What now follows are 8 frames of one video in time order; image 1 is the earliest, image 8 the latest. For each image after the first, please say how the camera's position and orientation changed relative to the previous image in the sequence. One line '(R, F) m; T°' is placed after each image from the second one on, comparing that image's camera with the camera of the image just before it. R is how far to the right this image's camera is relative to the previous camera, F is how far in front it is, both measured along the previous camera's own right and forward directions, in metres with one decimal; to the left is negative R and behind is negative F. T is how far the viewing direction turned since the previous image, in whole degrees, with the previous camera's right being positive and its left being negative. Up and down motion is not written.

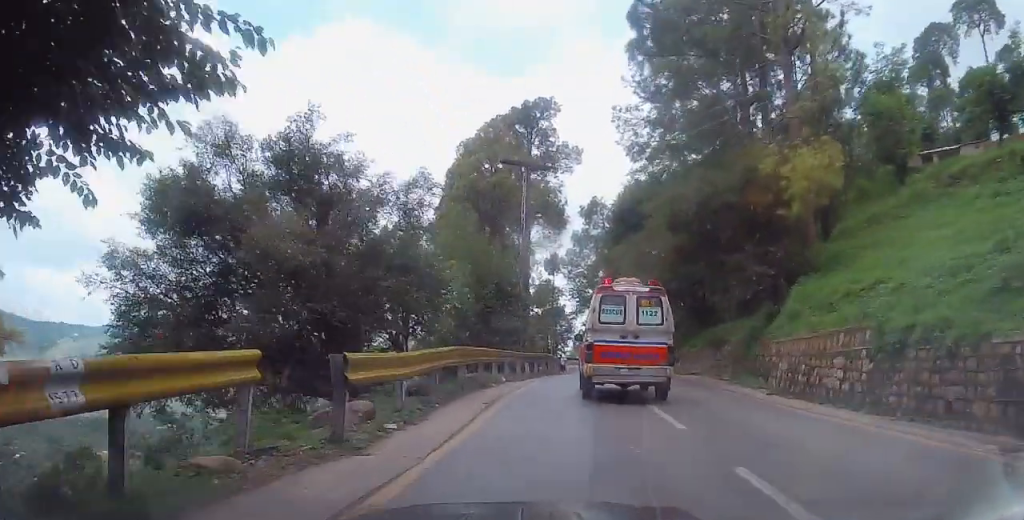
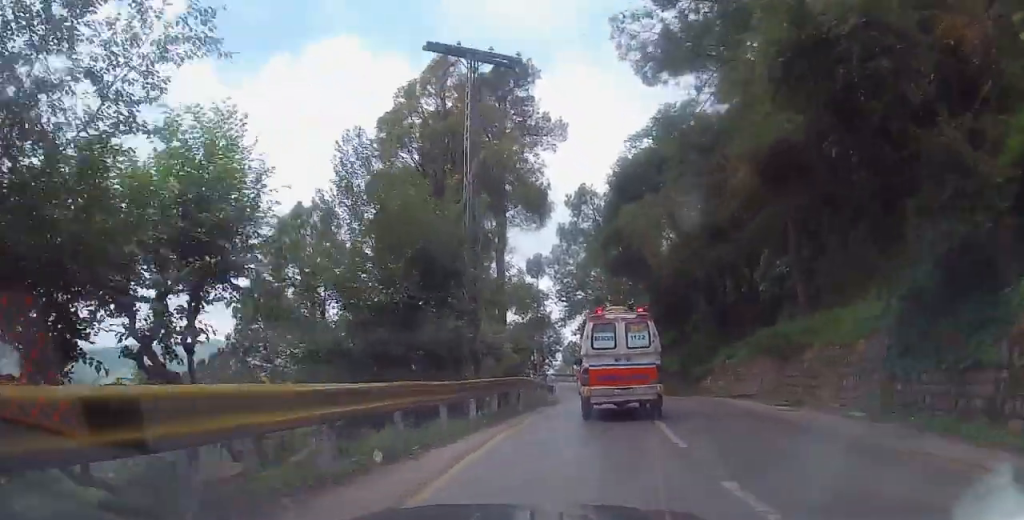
(-0.6, +12.0) m; -2°
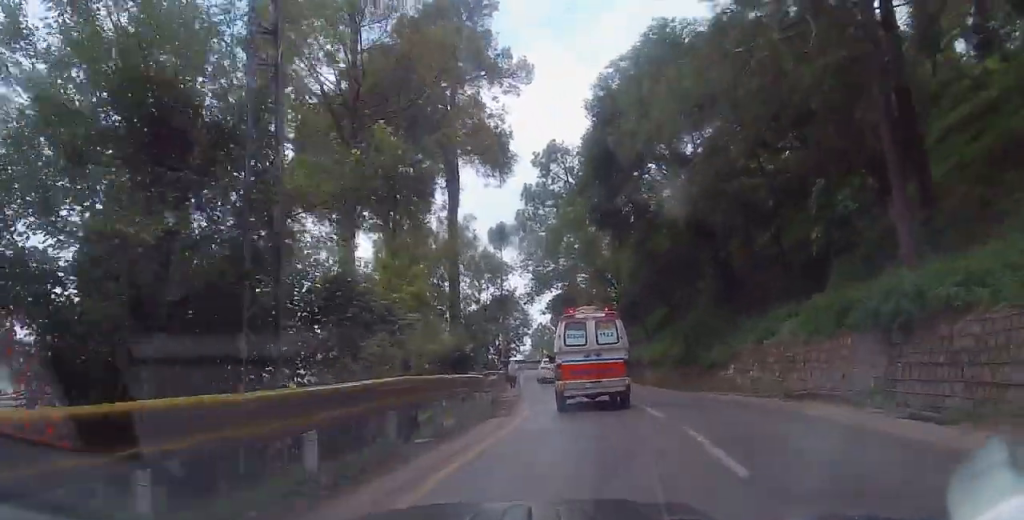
(+0.2, +9.5) m; +3°
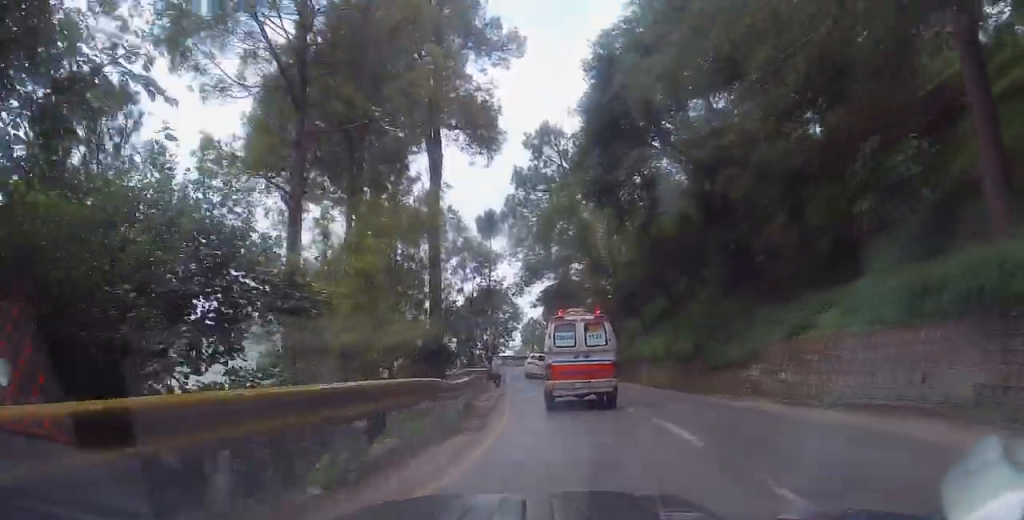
(+0.1, +3.9) m; +1°
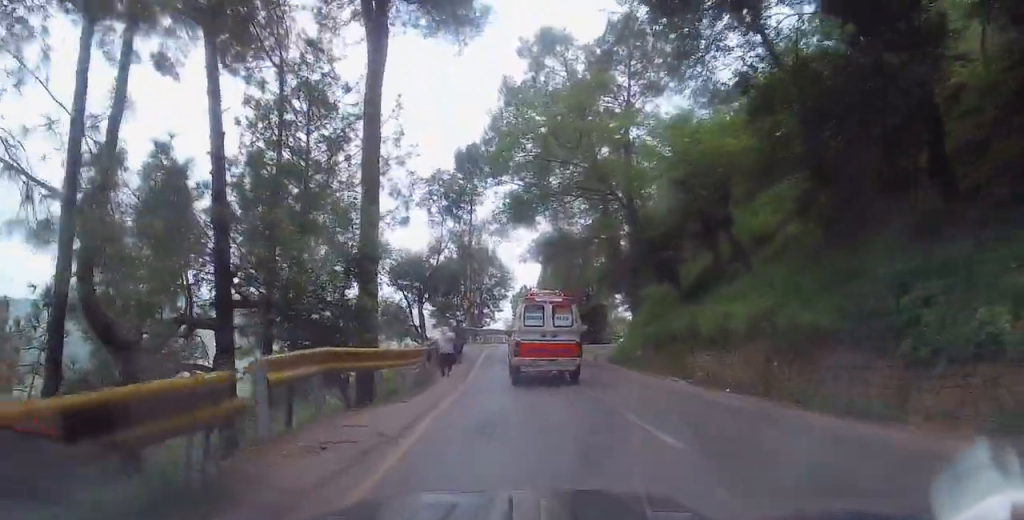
(+0.4, +13.4) m; 0°
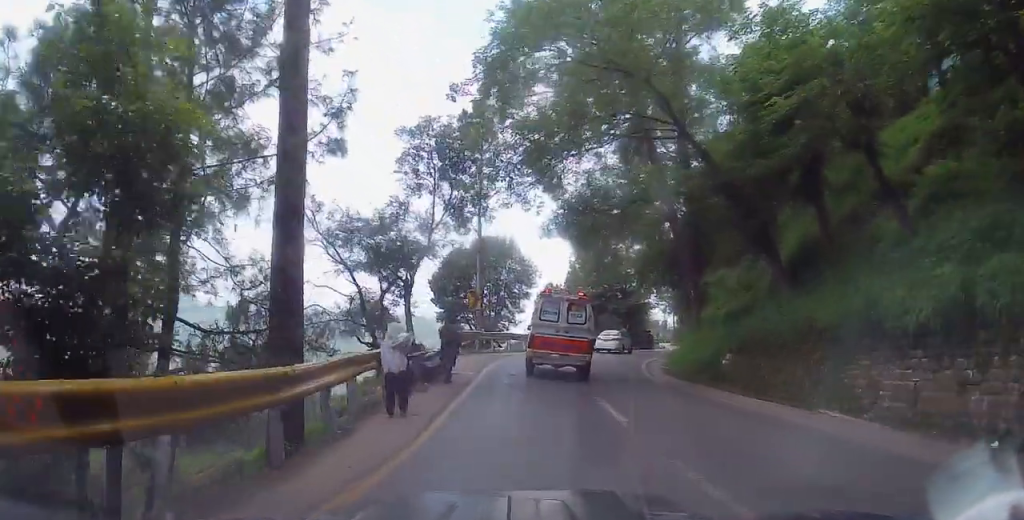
(-0.6, +9.7) m; -8°
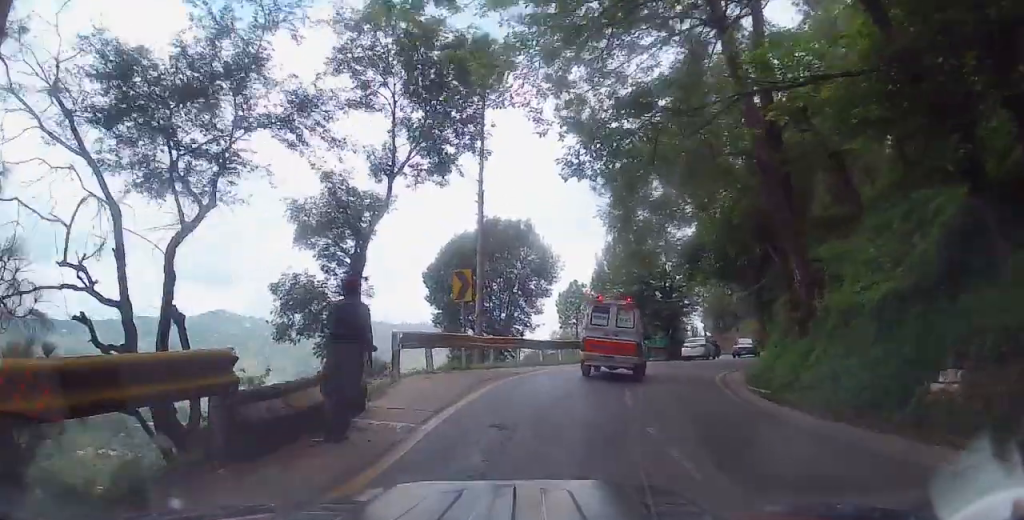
(-0.6, +10.1) m; -2°
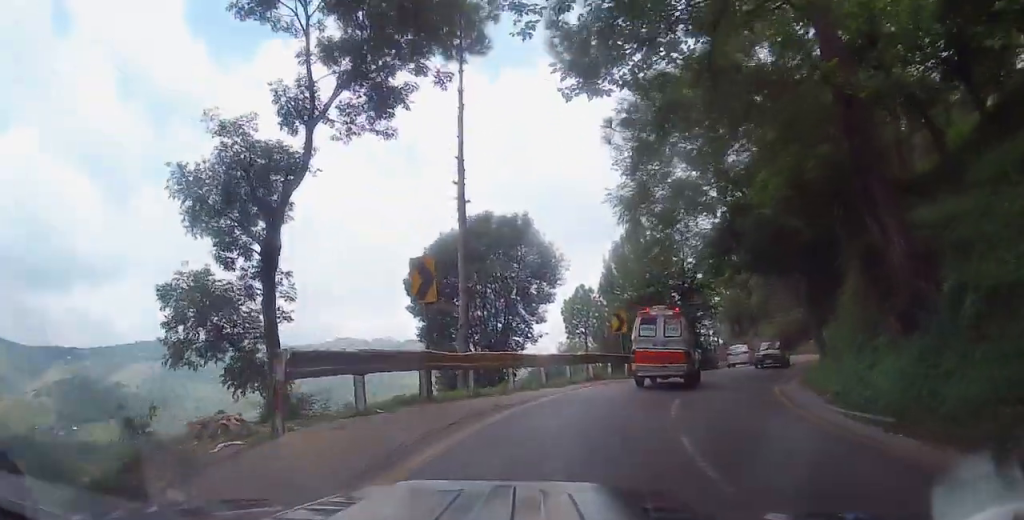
(+0.2, +5.9) m; +2°
